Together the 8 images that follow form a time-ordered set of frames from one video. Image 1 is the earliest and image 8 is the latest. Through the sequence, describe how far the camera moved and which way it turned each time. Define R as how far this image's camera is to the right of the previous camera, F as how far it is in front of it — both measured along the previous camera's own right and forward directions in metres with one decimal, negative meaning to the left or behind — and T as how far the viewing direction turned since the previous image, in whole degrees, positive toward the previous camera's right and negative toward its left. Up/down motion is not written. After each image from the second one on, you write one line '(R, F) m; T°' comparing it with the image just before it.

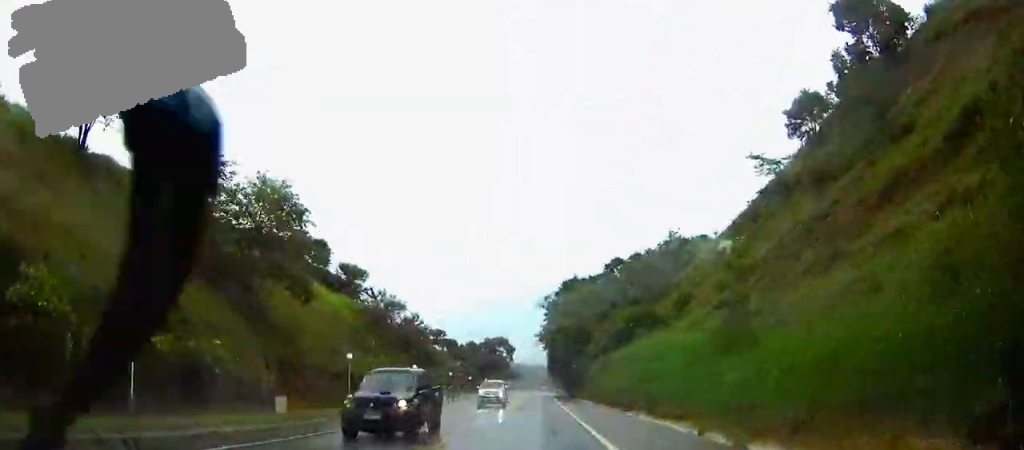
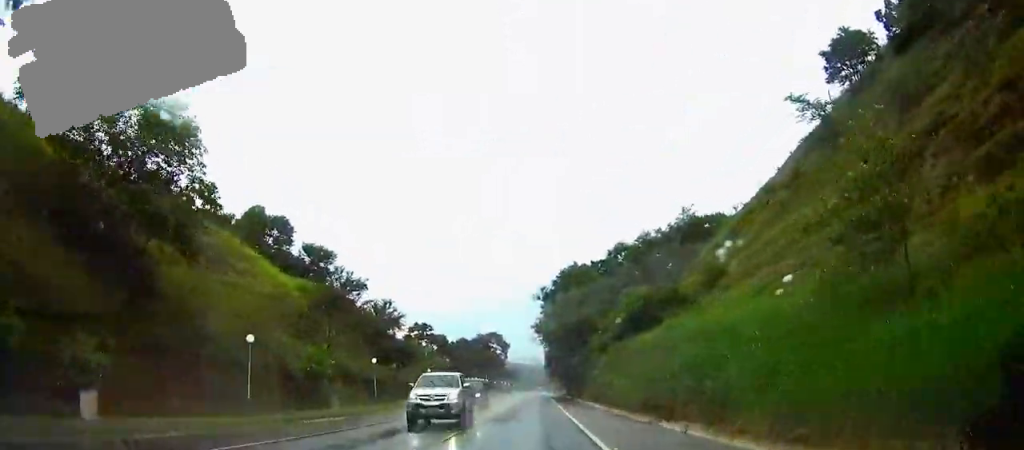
(+0.1, +12.4) m; 0°
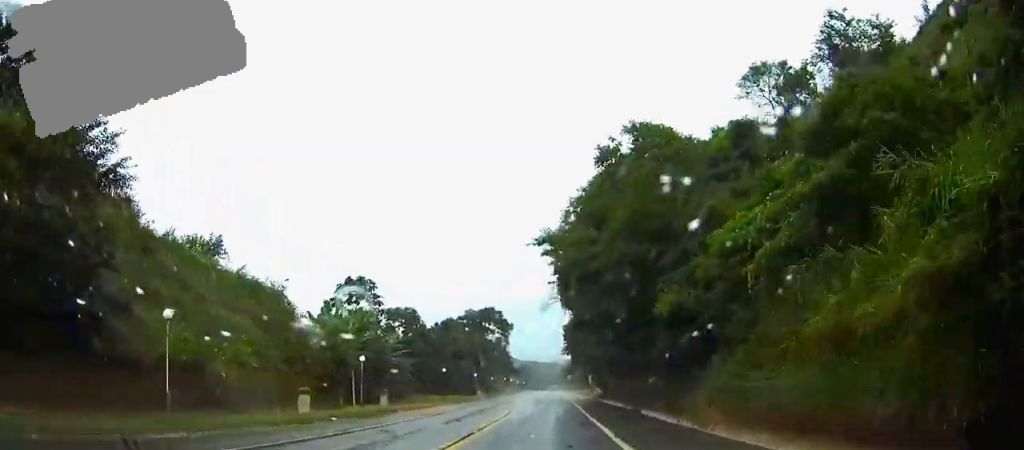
(-0.1, +47.7) m; 0°
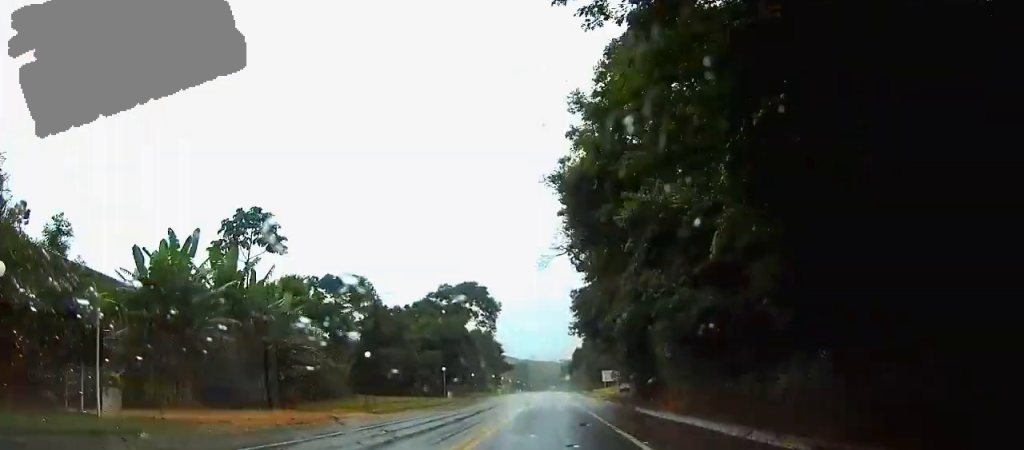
(-0.1, +26.7) m; 0°
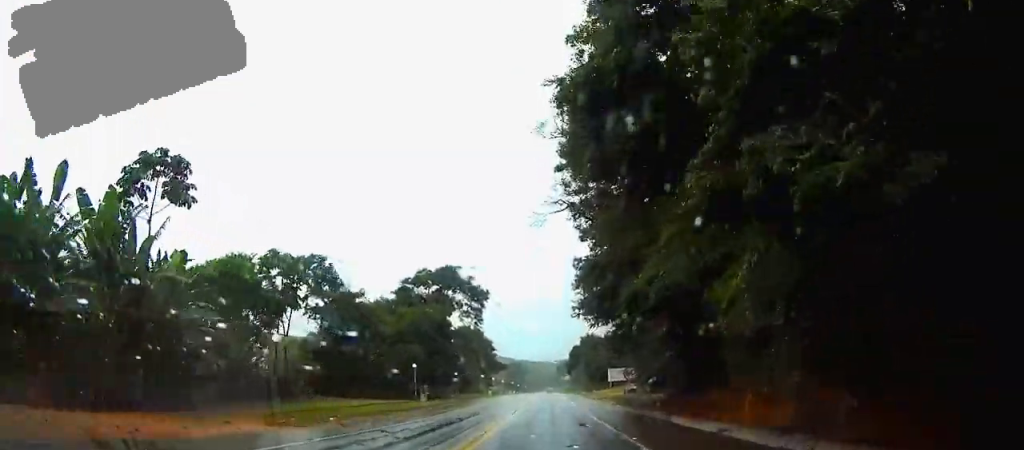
(0.0, +12.1) m; 0°
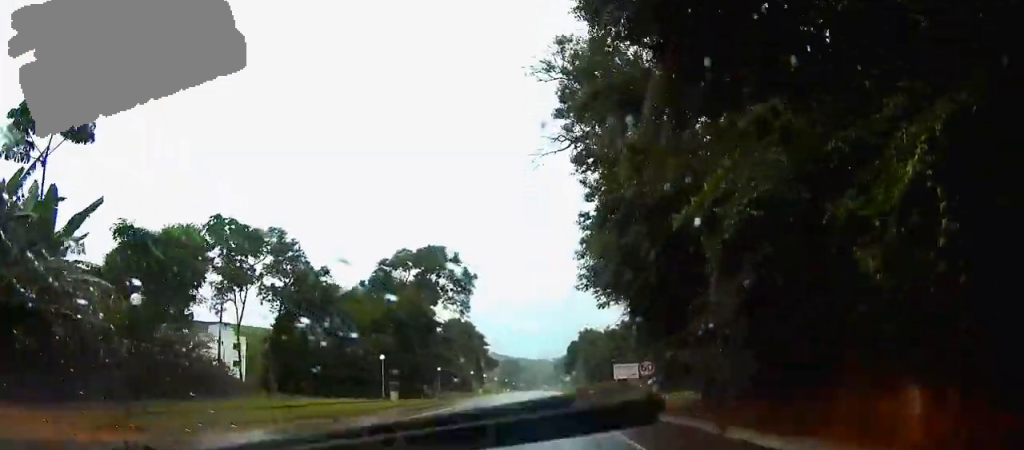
(0.0, +9.0) m; 0°
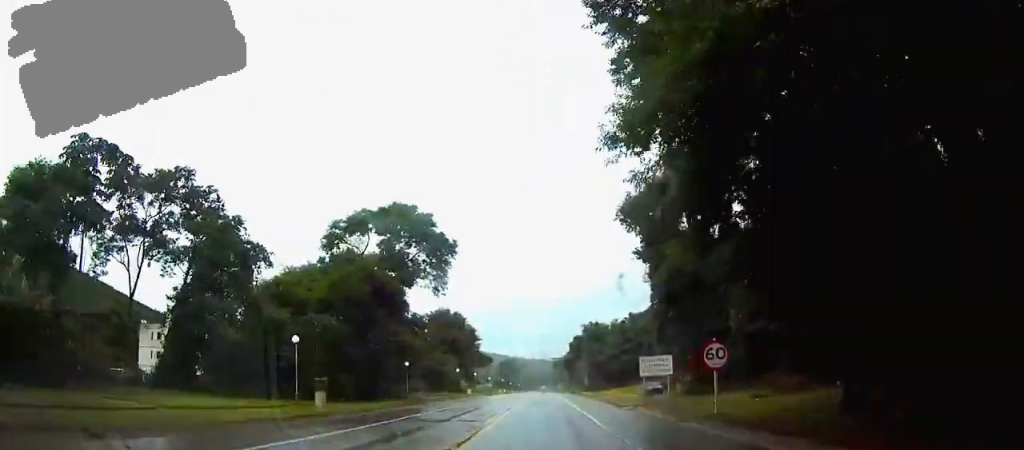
(0.0, +15.1) m; 0°
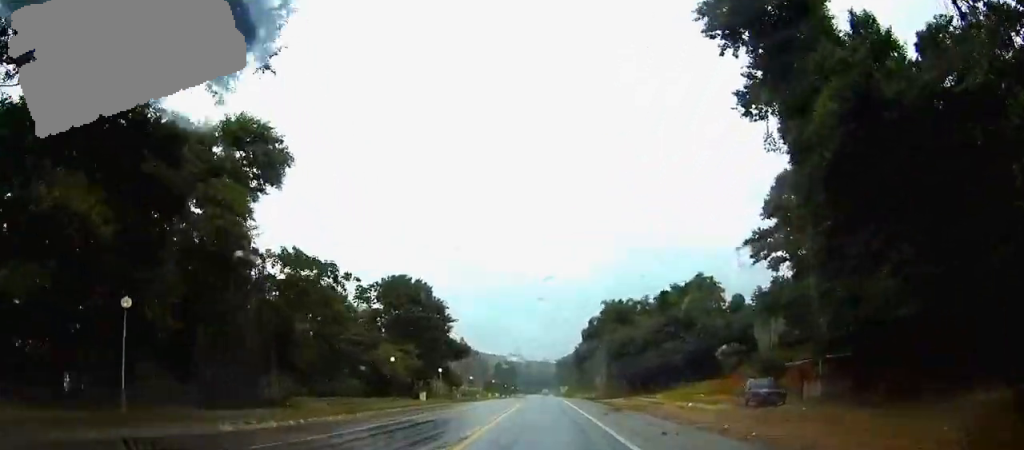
(+0.1, +35.3) m; 0°
